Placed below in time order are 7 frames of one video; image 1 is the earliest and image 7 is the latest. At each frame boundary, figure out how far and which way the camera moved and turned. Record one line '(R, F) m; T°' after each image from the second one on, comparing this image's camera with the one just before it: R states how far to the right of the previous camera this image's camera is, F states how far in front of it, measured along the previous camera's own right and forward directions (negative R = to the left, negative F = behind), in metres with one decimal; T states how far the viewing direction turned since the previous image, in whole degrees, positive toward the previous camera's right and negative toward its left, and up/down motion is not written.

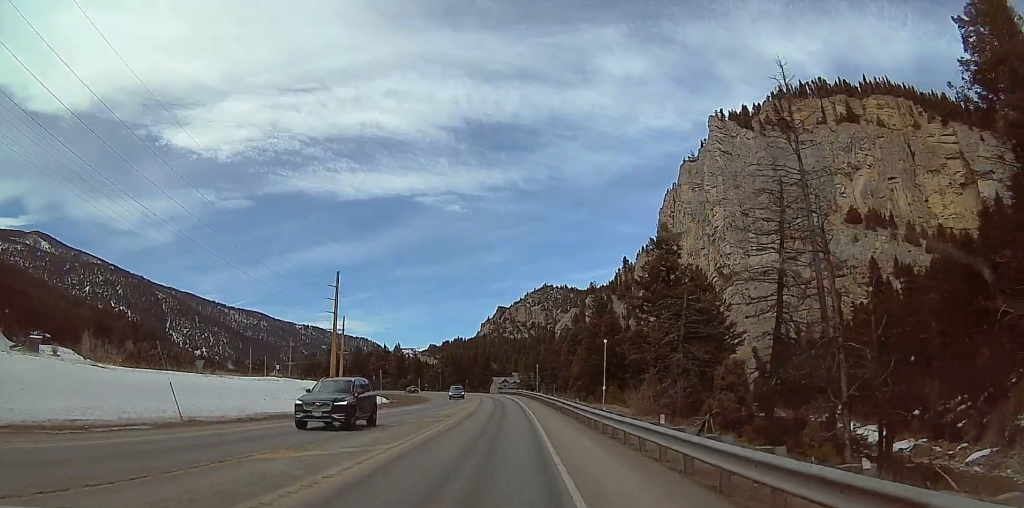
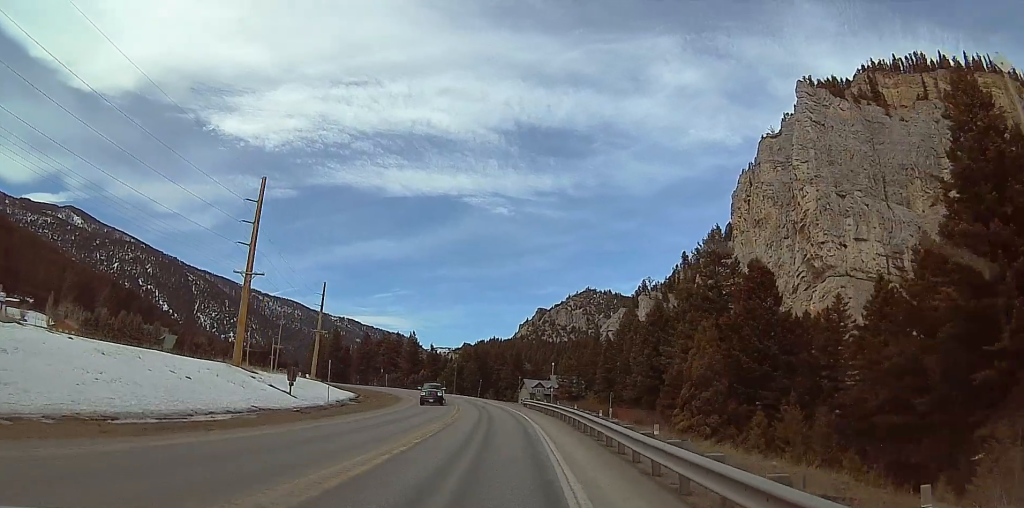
(-4.1, +54.8) m; -7°
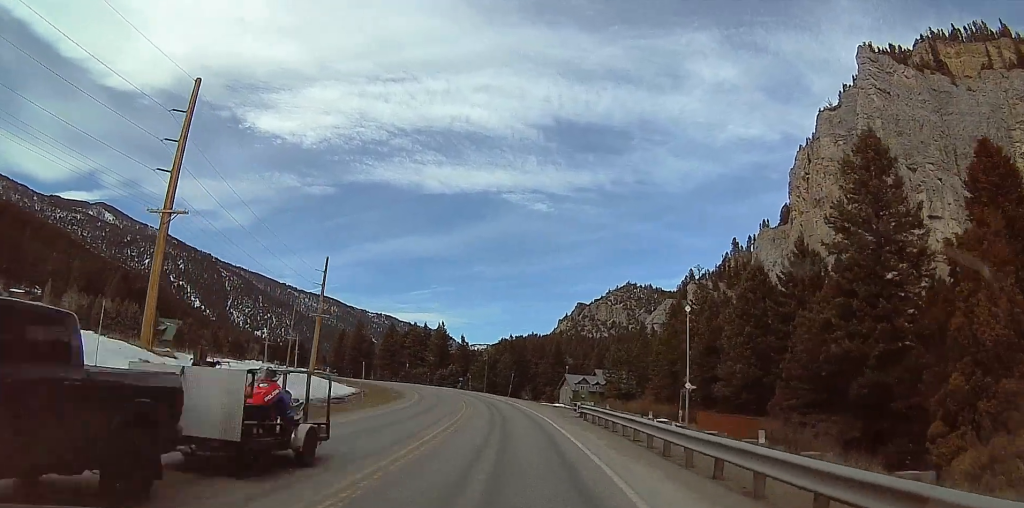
(-0.3, +25.4) m; -1°
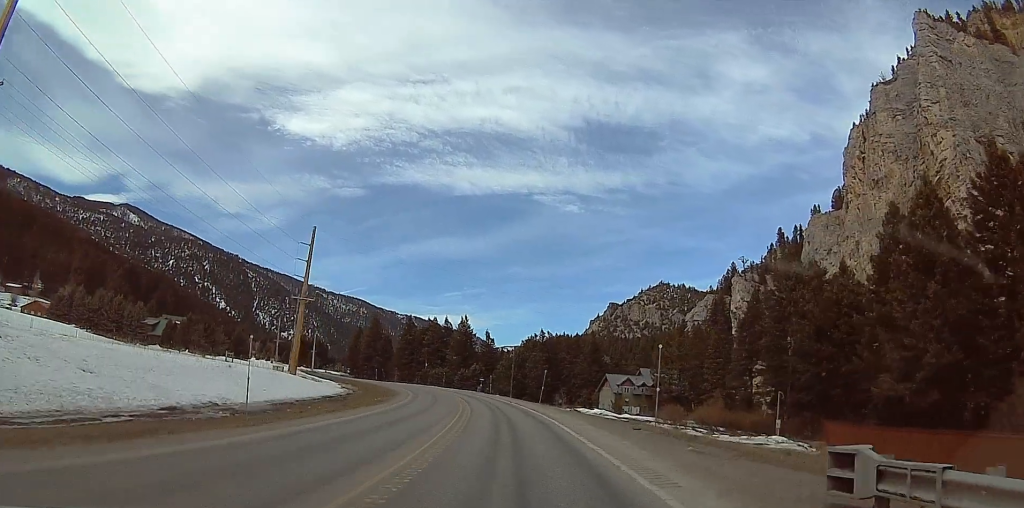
(-0.2, +24.7) m; -3°
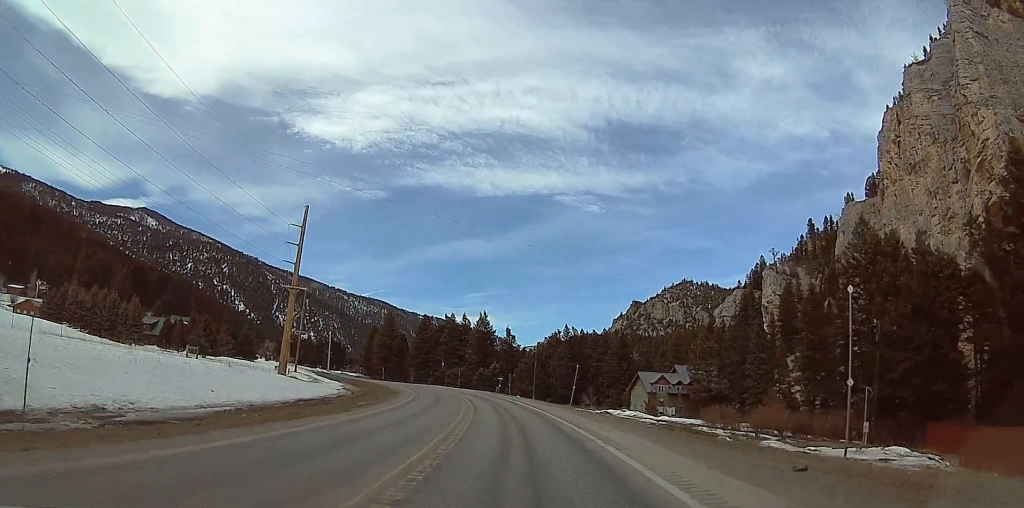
(-0.3, +13.1) m; -5°
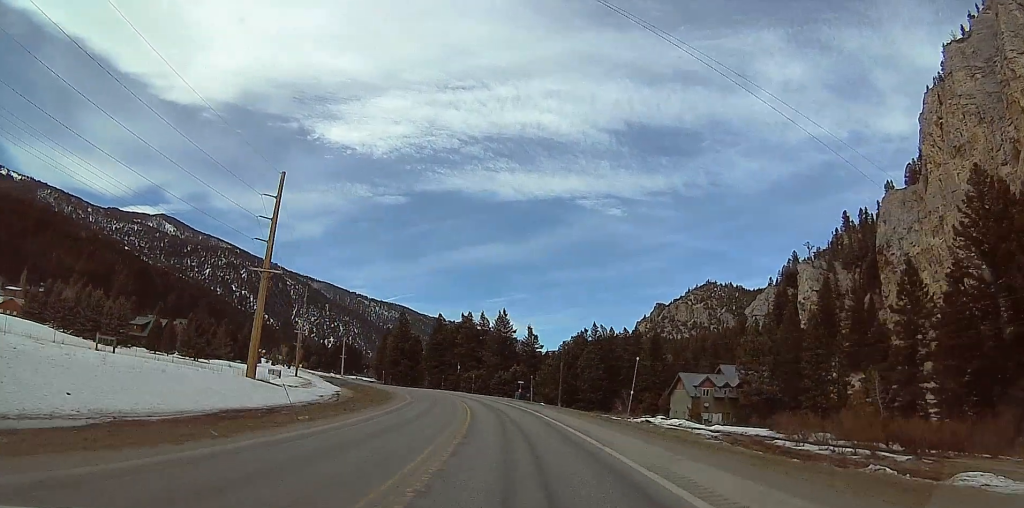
(-0.5, +16.7) m; -8°
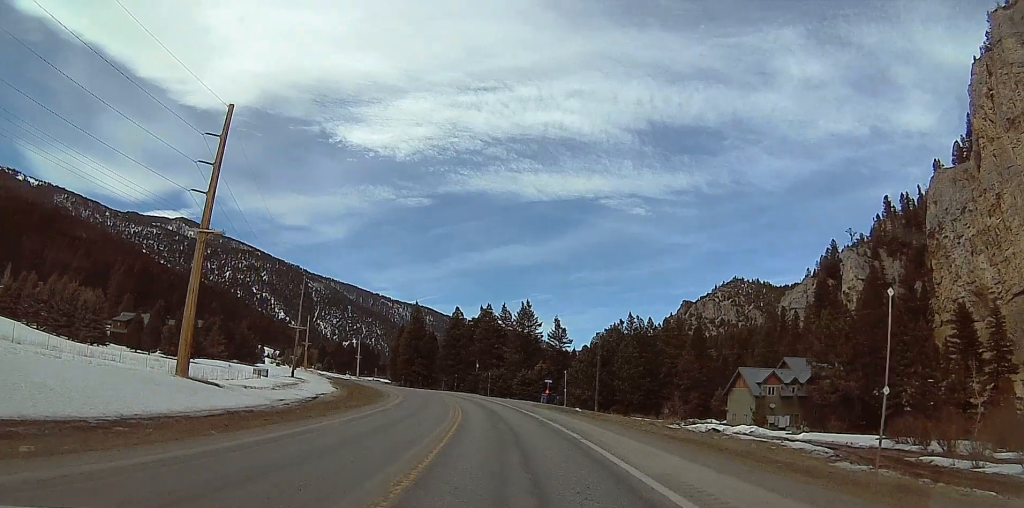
(-2.3, +19.6) m; -7°
